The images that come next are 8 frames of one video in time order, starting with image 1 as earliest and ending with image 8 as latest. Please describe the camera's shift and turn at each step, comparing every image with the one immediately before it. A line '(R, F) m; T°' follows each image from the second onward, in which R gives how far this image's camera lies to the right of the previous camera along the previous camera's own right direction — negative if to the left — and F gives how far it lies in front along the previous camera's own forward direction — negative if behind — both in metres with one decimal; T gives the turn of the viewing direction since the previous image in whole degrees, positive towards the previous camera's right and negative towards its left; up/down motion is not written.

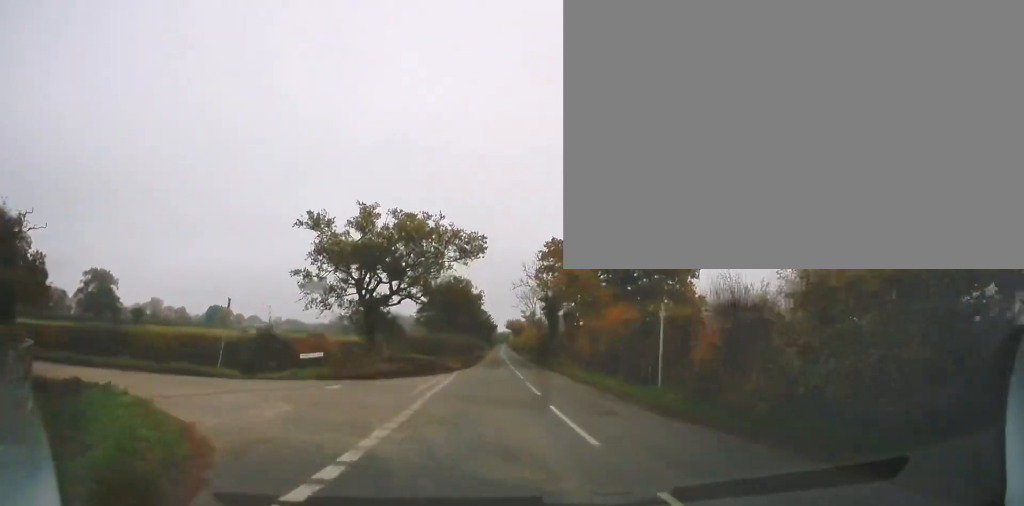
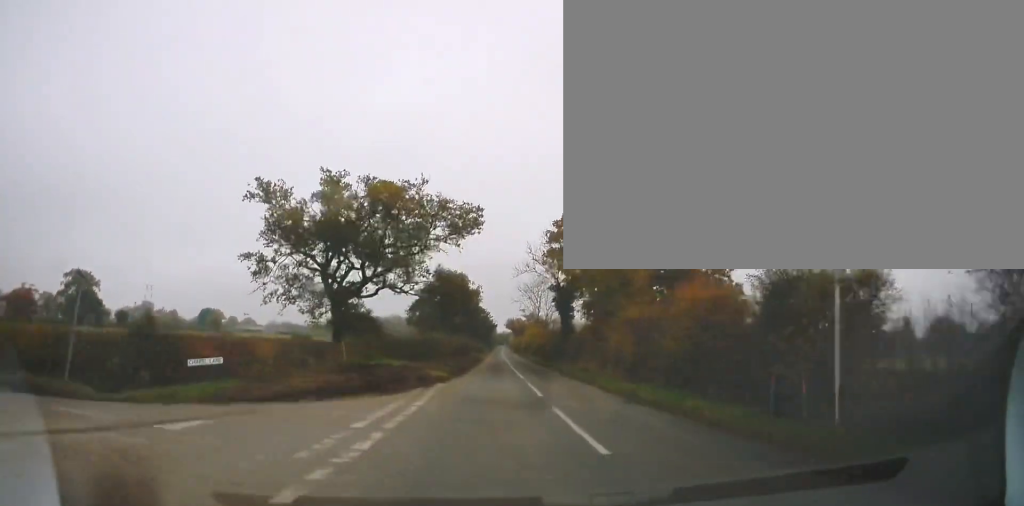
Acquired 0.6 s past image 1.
(+0.1, +9.6) m; -1°
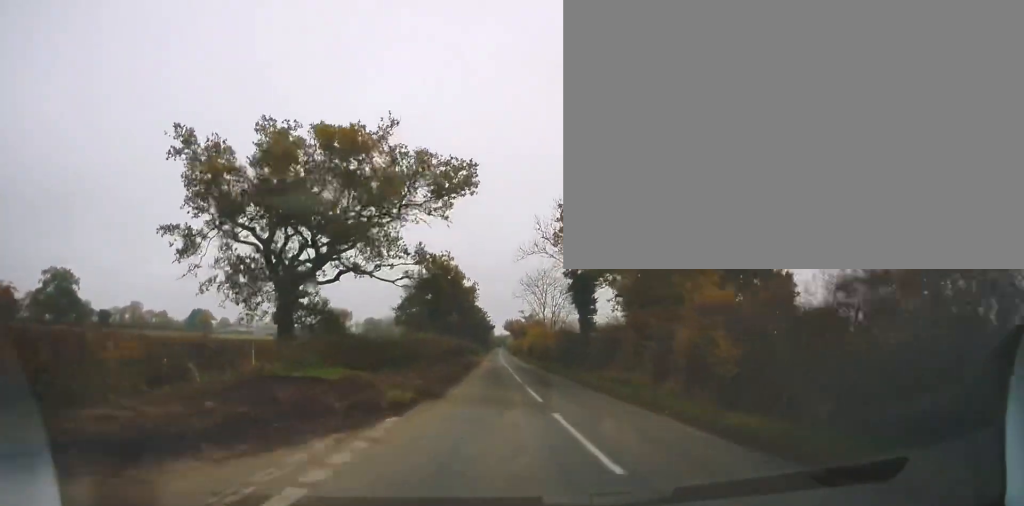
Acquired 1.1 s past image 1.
(-0.1, +9.6) m; 0°
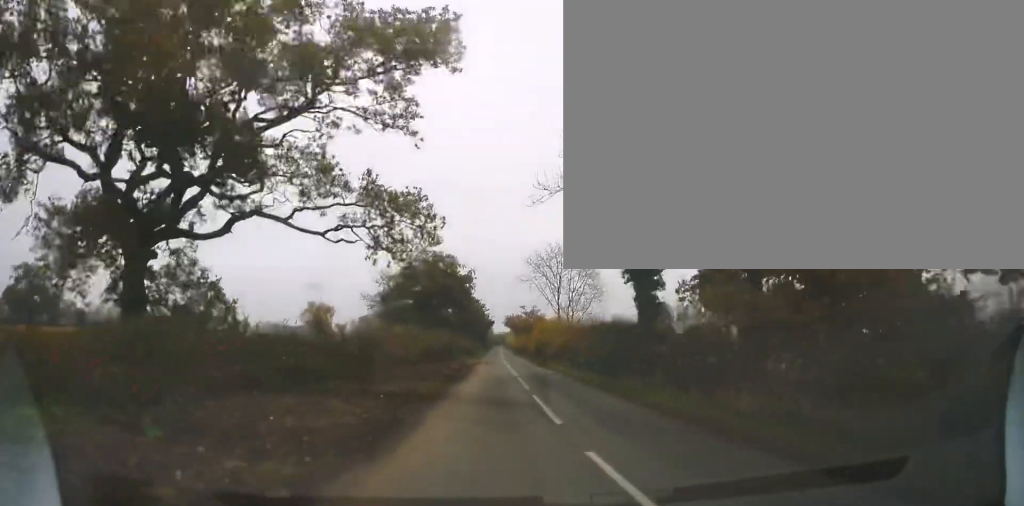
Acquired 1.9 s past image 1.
(-0.3, +13.0) m; 0°
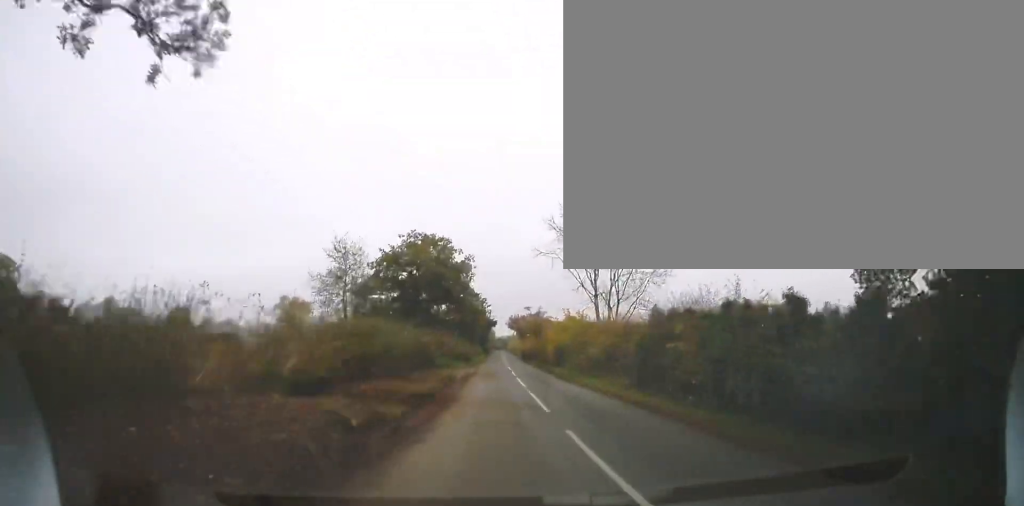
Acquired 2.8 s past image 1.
(+0.4, +15.1) m; +1°
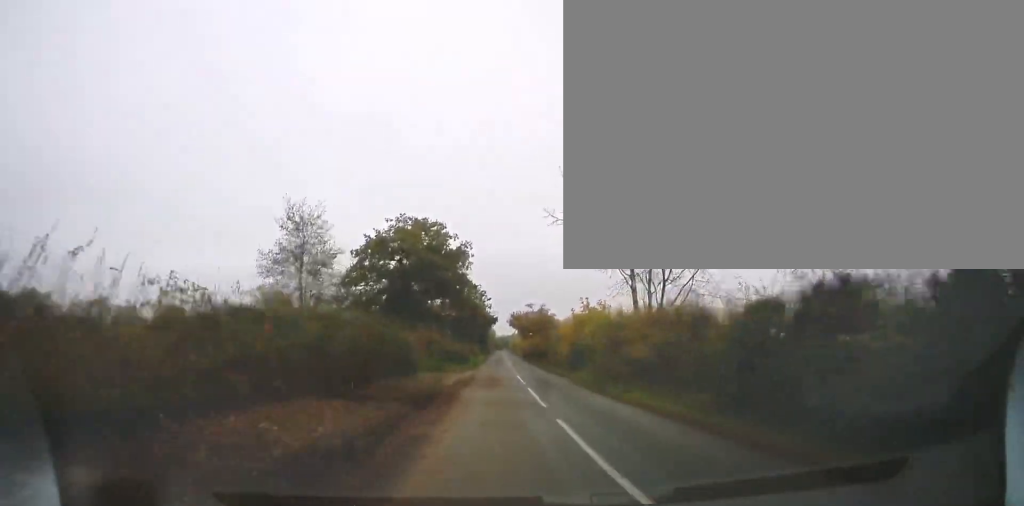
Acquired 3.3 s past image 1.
(0.0, +7.8) m; 0°
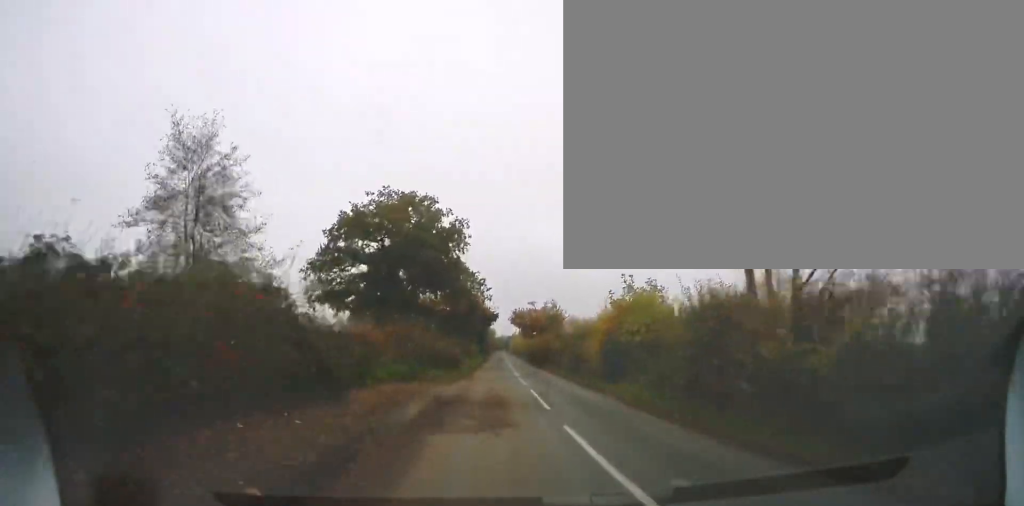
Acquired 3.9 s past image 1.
(0.0, +10.0) m; 0°
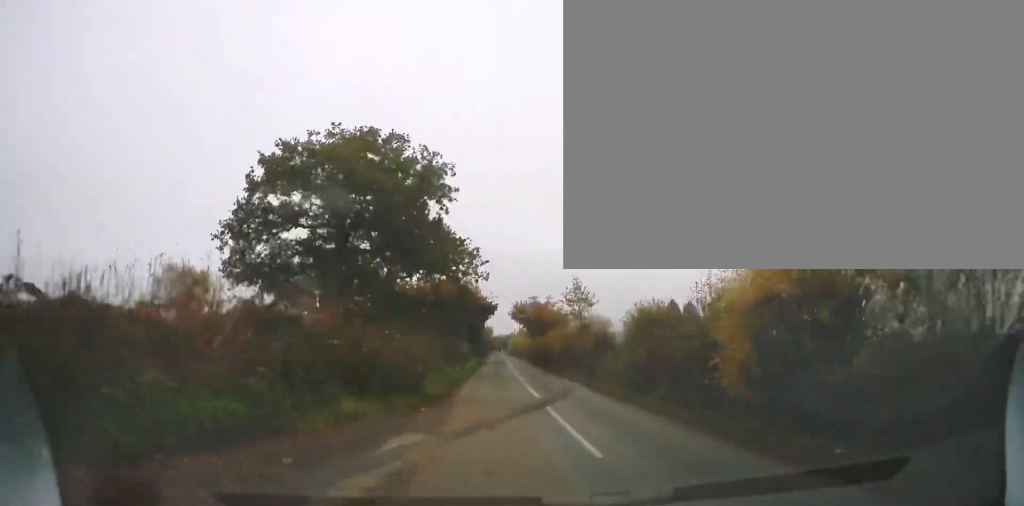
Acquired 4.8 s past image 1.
(+0.1, +14.9) m; -2°
